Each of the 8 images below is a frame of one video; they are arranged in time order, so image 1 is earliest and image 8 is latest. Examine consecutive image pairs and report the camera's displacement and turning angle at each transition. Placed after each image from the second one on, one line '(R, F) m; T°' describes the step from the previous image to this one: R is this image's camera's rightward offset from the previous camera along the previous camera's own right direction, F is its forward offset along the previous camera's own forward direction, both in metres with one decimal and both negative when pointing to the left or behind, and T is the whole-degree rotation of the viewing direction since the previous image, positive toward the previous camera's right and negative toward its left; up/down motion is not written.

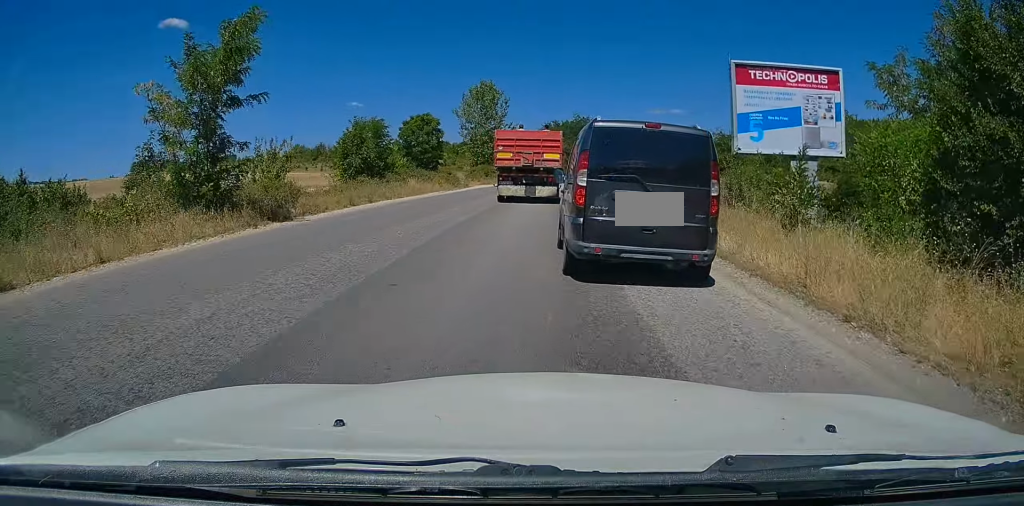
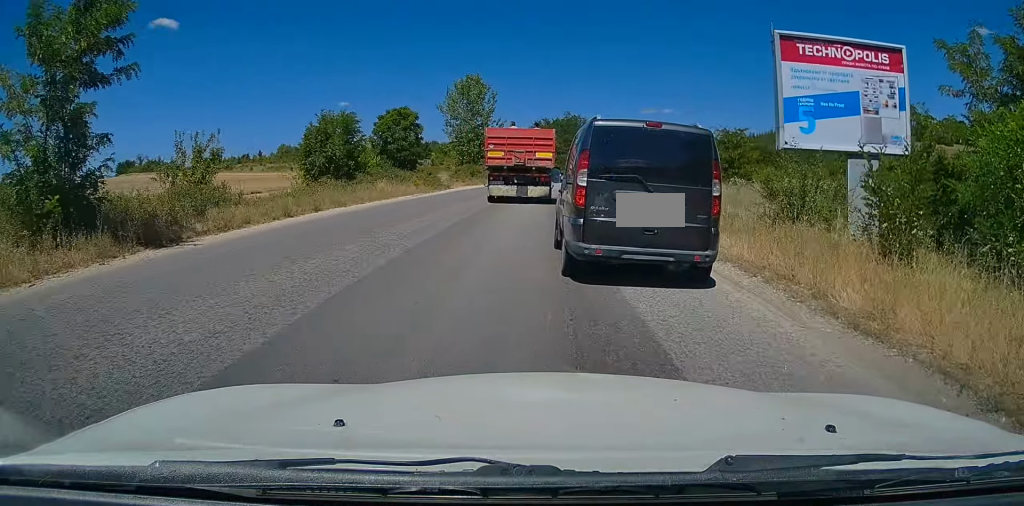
(0.0, +5.2) m; +1°
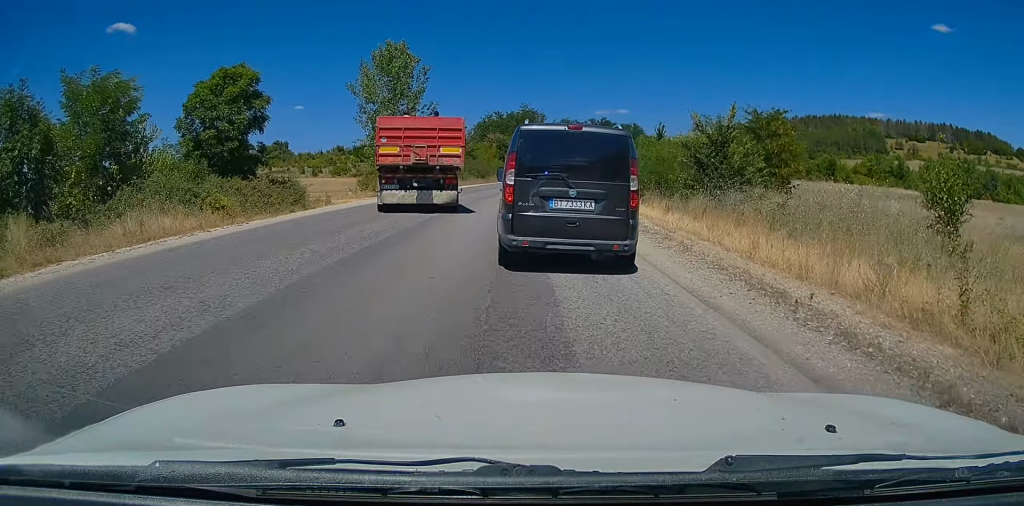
(+0.8, +21.1) m; +4°
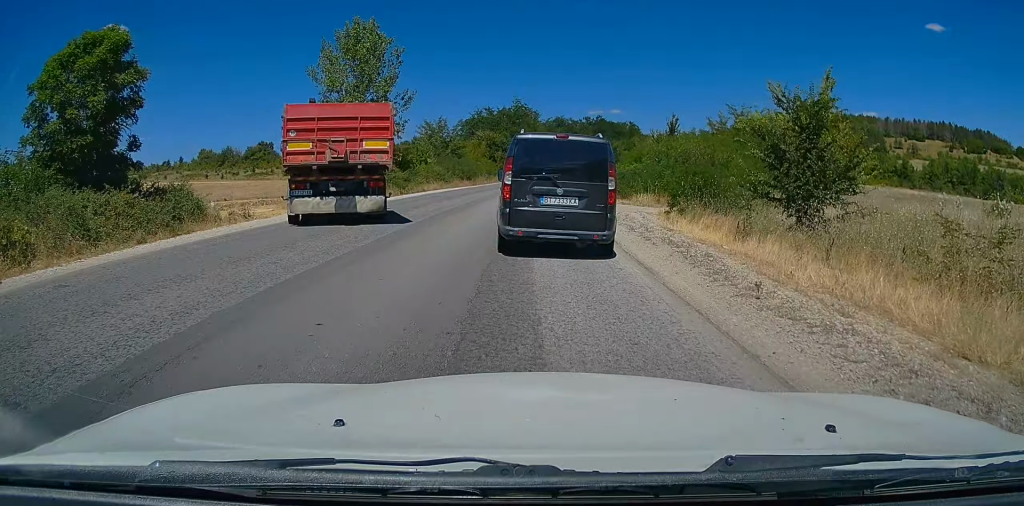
(+0.1, +8.6) m; +1°
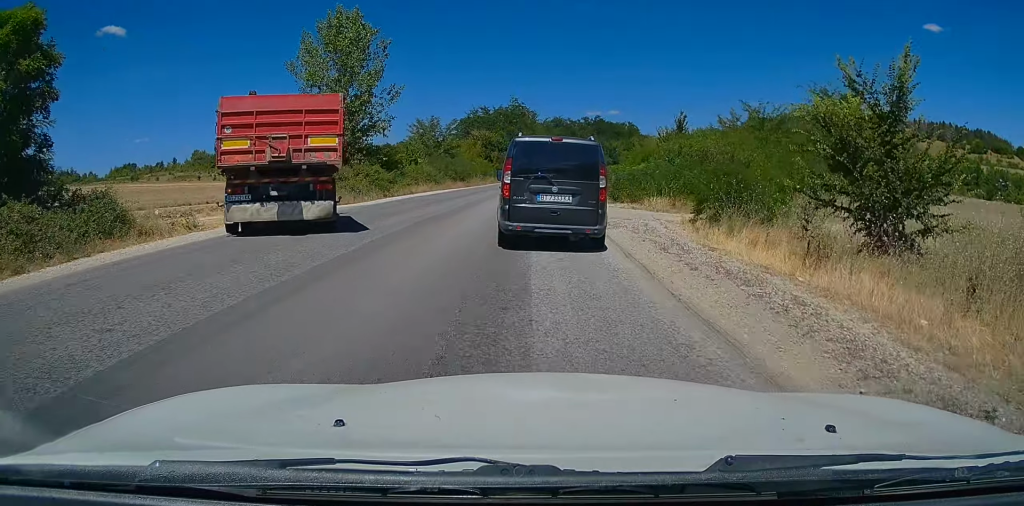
(0.0, +3.7) m; 0°
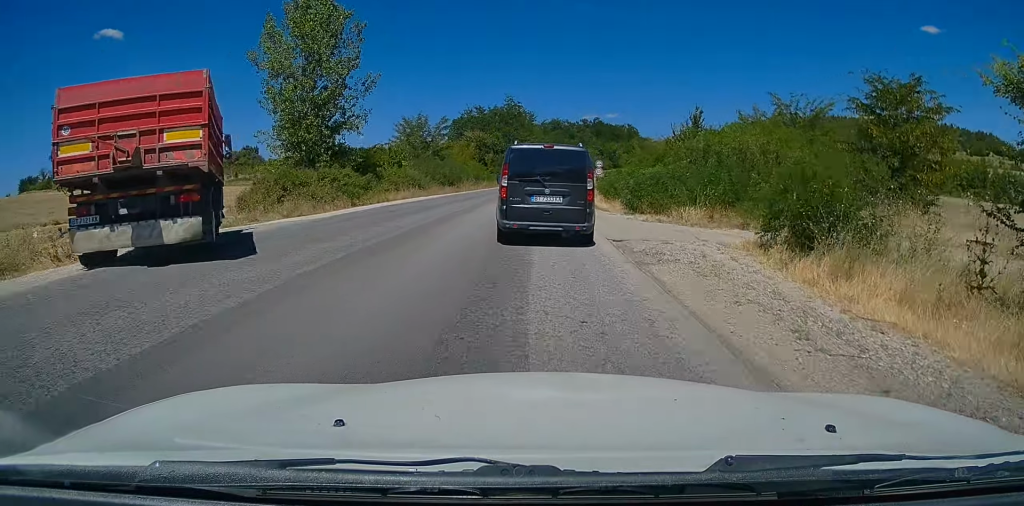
(0.0, +5.7) m; 0°
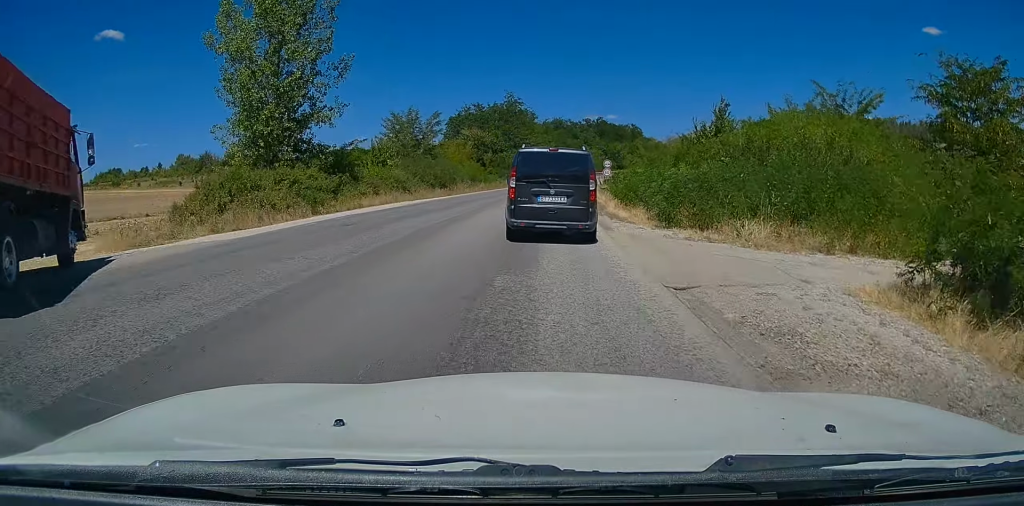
(0.0, +5.3) m; 0°
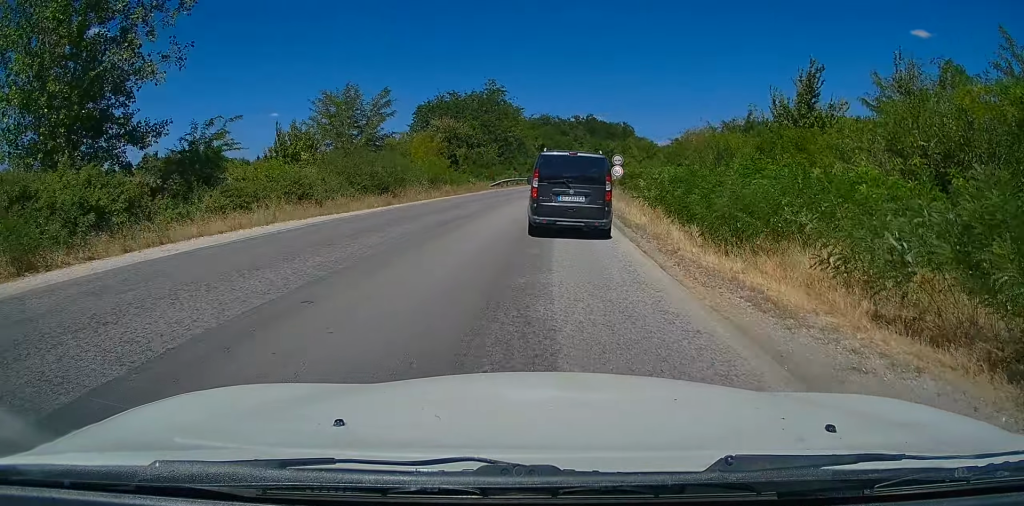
(0.0, +13.7) m; +1°
